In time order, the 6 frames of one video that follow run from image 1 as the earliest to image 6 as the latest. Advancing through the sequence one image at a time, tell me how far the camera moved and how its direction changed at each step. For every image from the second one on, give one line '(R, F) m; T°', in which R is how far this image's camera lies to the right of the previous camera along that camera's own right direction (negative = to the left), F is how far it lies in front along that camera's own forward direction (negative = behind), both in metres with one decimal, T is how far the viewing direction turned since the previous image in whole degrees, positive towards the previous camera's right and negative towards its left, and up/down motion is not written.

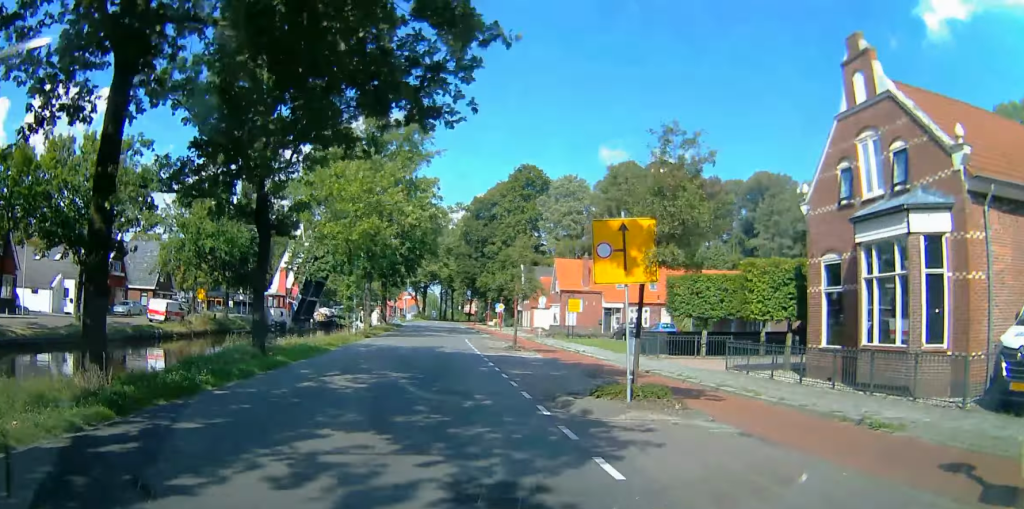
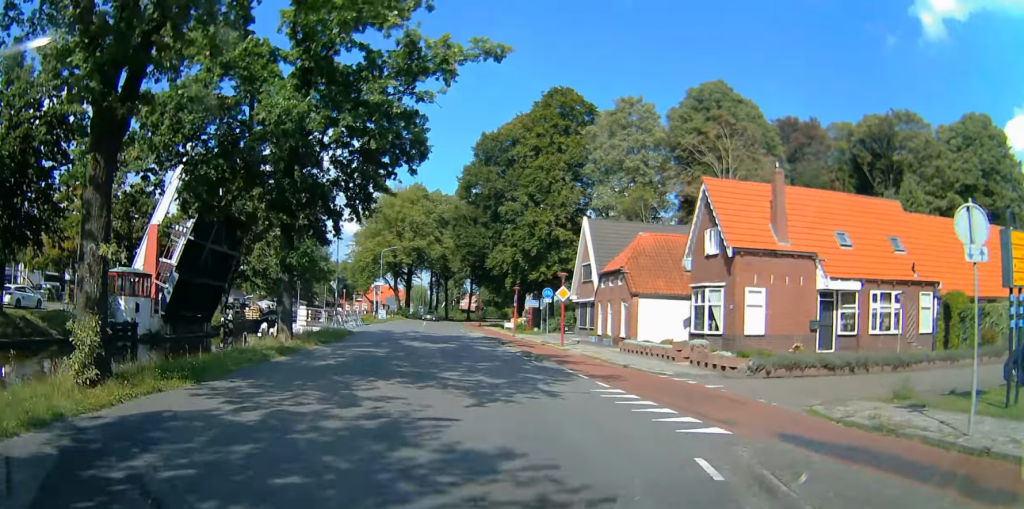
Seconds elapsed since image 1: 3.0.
(-0.7, +39.4) m; 0°
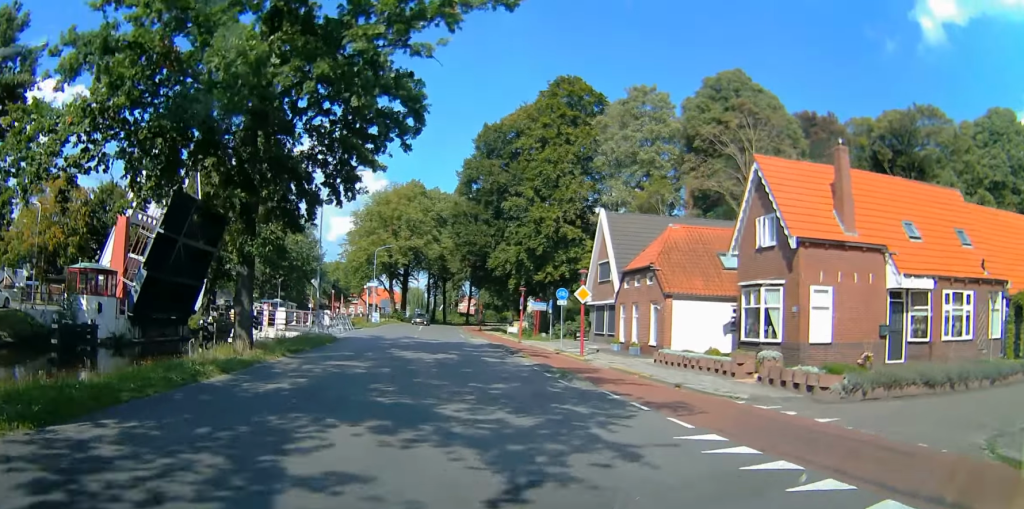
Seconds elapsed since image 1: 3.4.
(-0.2, +5.2) m; +1°
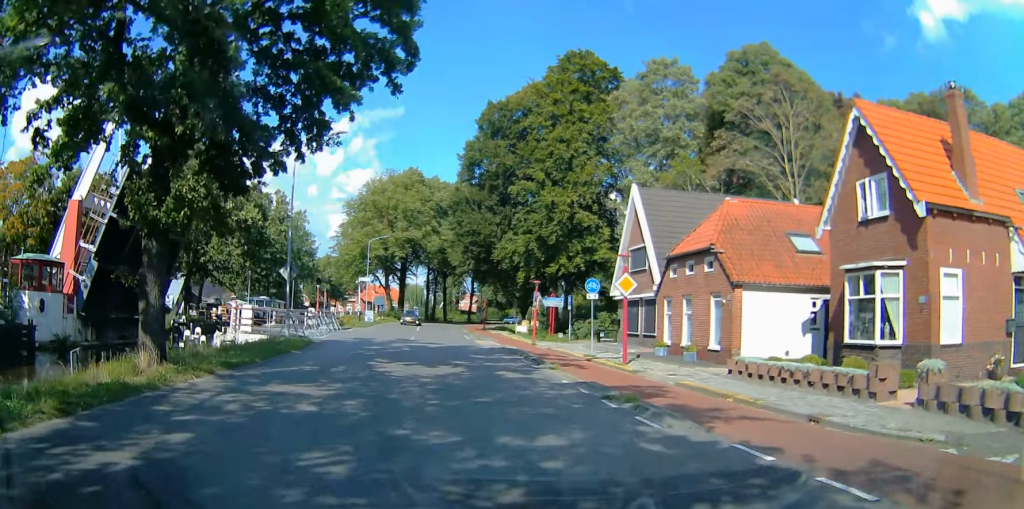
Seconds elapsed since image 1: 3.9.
(+0.4, +6.8) m; 0°
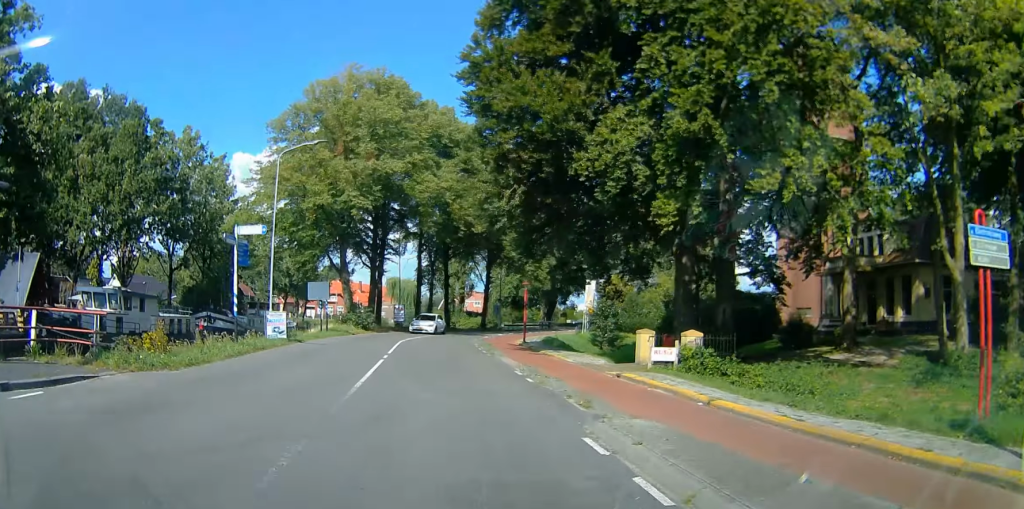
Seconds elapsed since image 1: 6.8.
(-0.3, +36.3) m; 0°
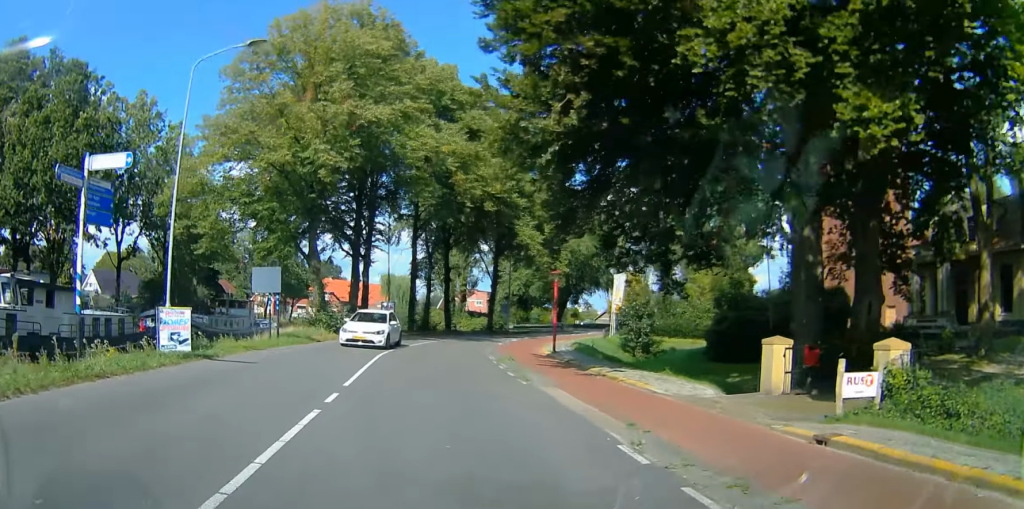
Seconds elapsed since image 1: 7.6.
(0.0, +10.2) m; 0°
